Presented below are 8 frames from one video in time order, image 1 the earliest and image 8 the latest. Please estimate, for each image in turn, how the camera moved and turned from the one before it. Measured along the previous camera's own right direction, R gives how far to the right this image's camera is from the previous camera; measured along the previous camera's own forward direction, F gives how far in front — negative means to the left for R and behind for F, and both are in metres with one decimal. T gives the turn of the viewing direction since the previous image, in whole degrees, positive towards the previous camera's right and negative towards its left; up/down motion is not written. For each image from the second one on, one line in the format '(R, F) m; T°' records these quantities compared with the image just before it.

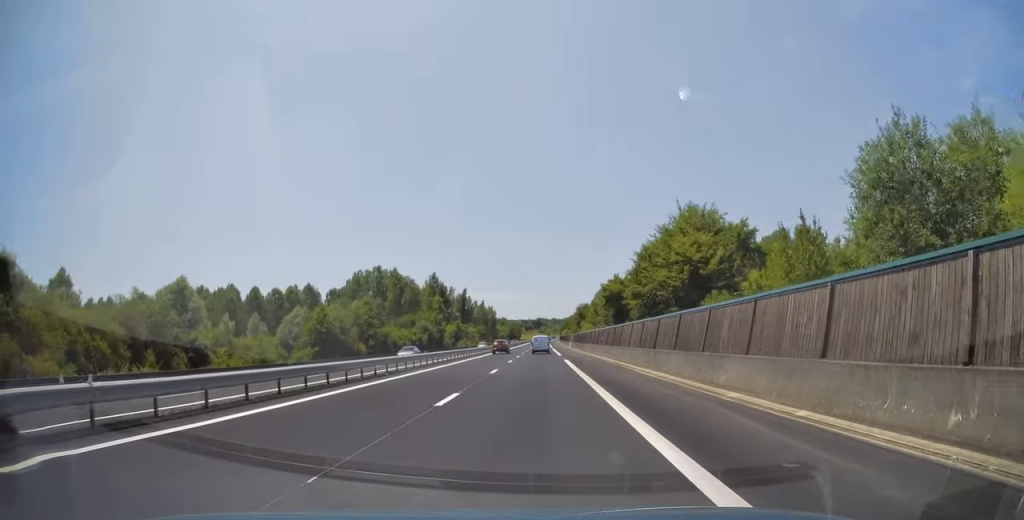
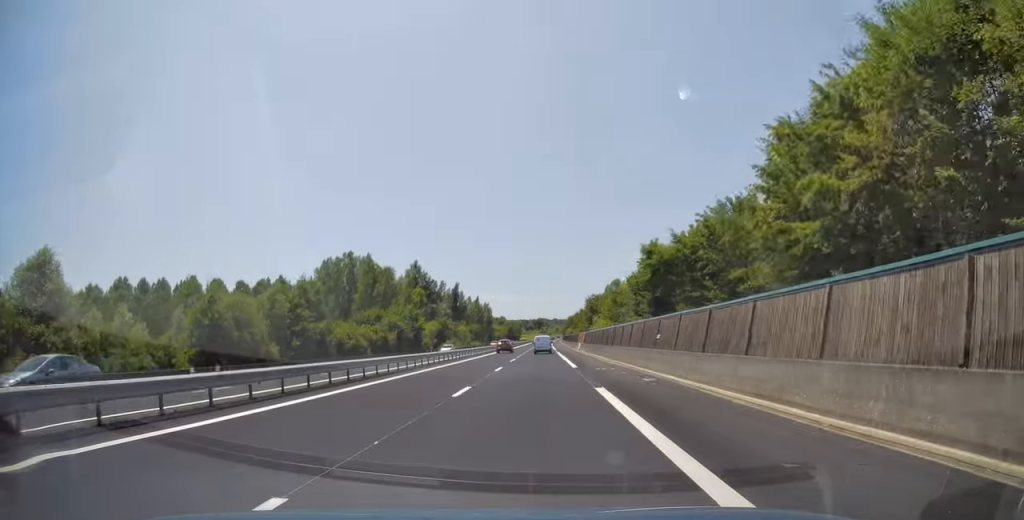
(0.0, +23.9) m; 0°
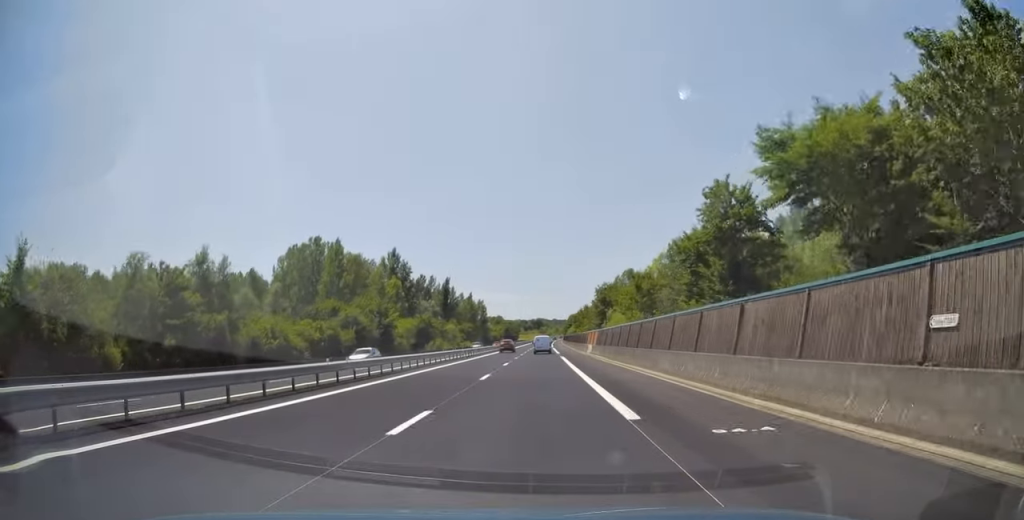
(-0.1, +19.2) m; 0°
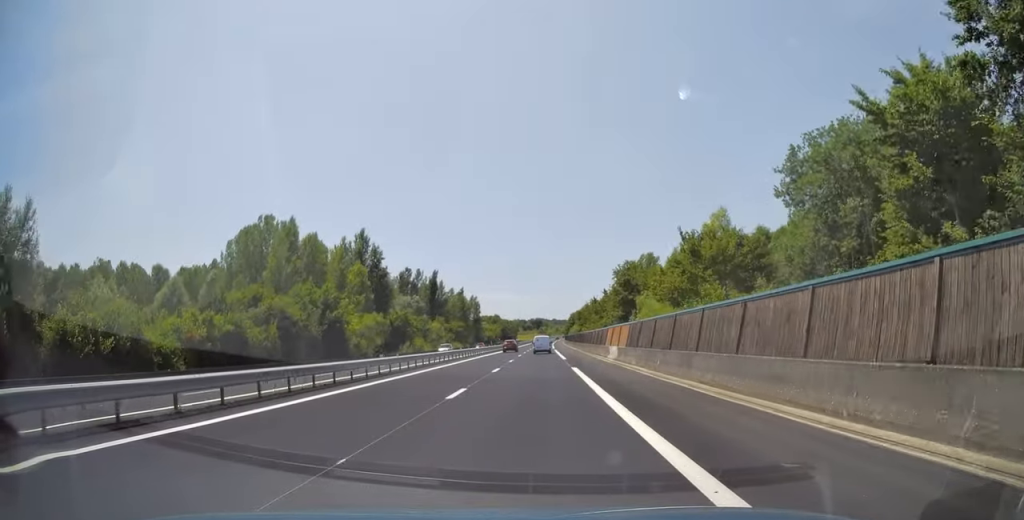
(0.0, +20.3) m; 0°
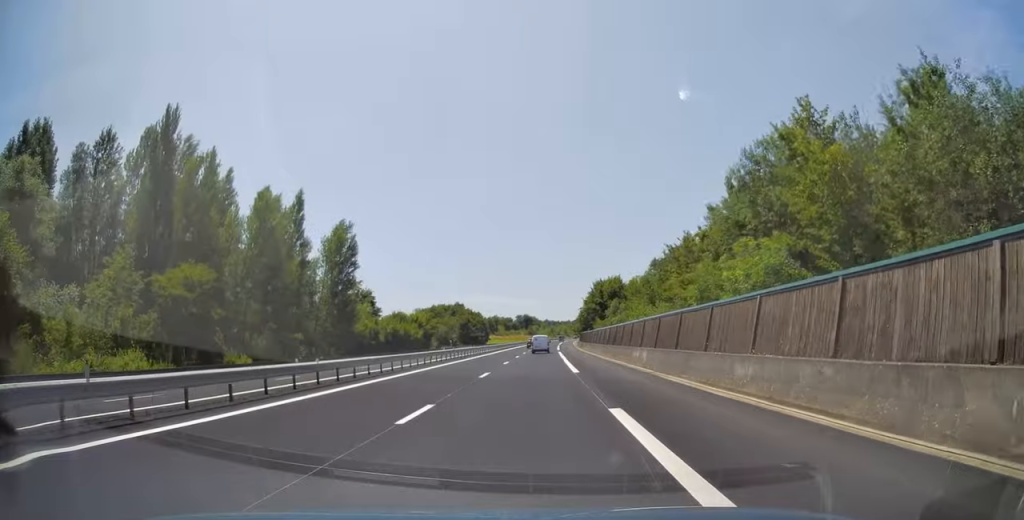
(+0.7, +121.5) m; +1°
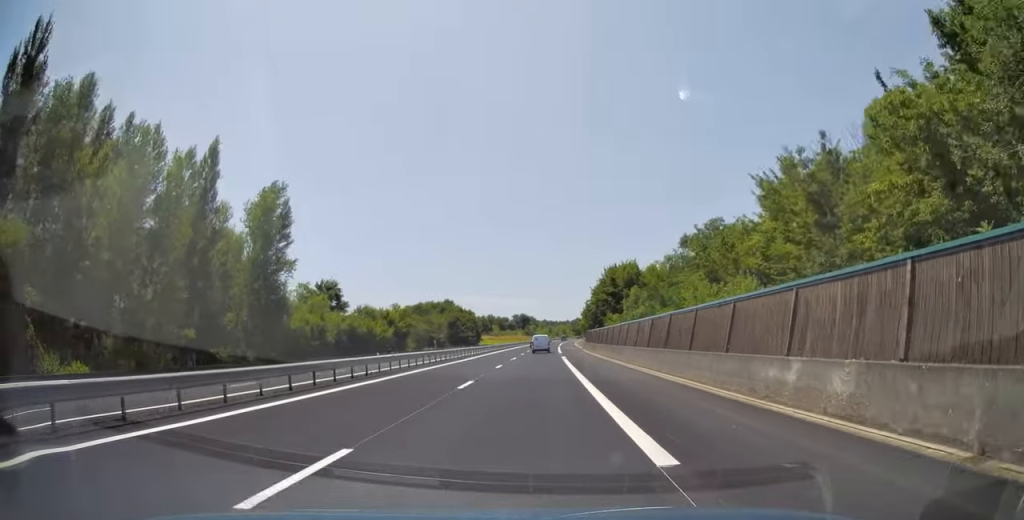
(+0.1, +18.2) m; 0°
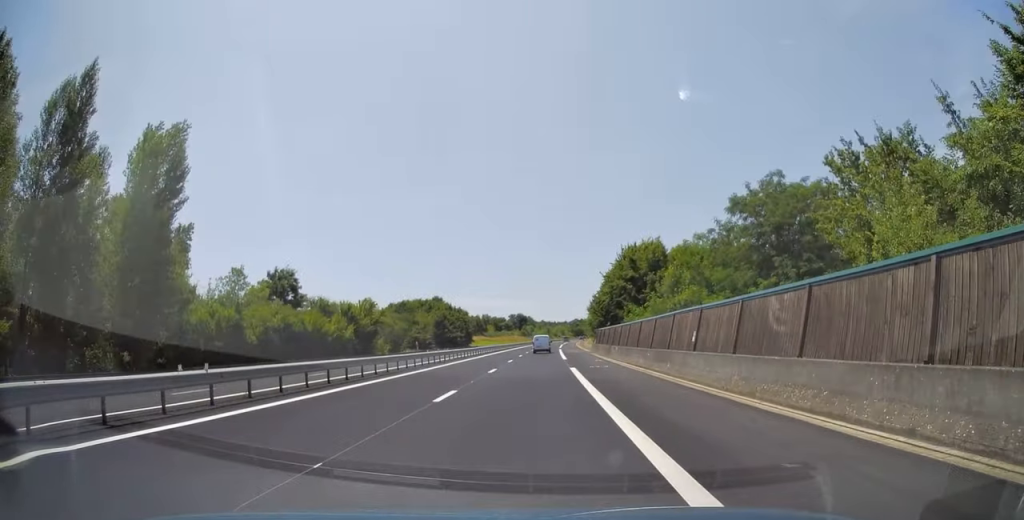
(0.0, +16.6) m; 0°
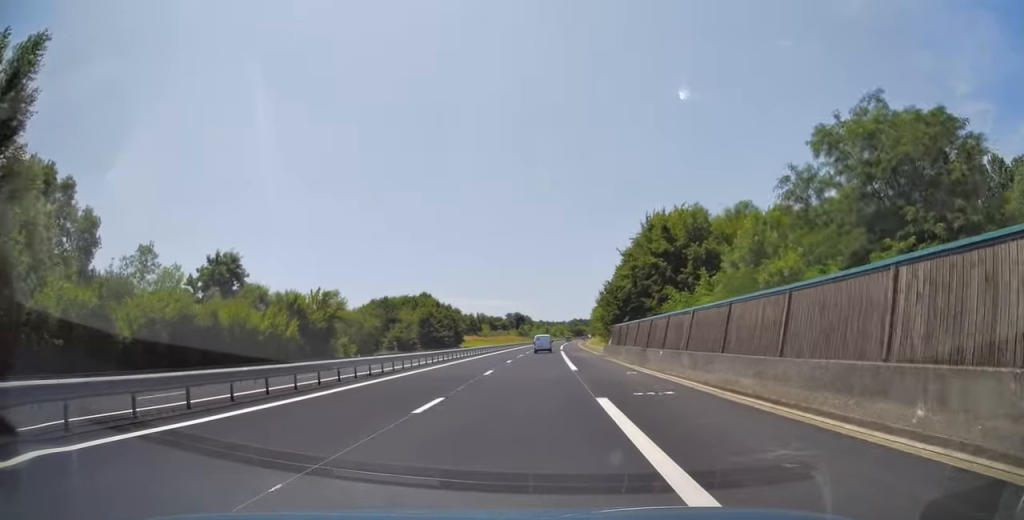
(+0.1, +15.0) m; 0°
